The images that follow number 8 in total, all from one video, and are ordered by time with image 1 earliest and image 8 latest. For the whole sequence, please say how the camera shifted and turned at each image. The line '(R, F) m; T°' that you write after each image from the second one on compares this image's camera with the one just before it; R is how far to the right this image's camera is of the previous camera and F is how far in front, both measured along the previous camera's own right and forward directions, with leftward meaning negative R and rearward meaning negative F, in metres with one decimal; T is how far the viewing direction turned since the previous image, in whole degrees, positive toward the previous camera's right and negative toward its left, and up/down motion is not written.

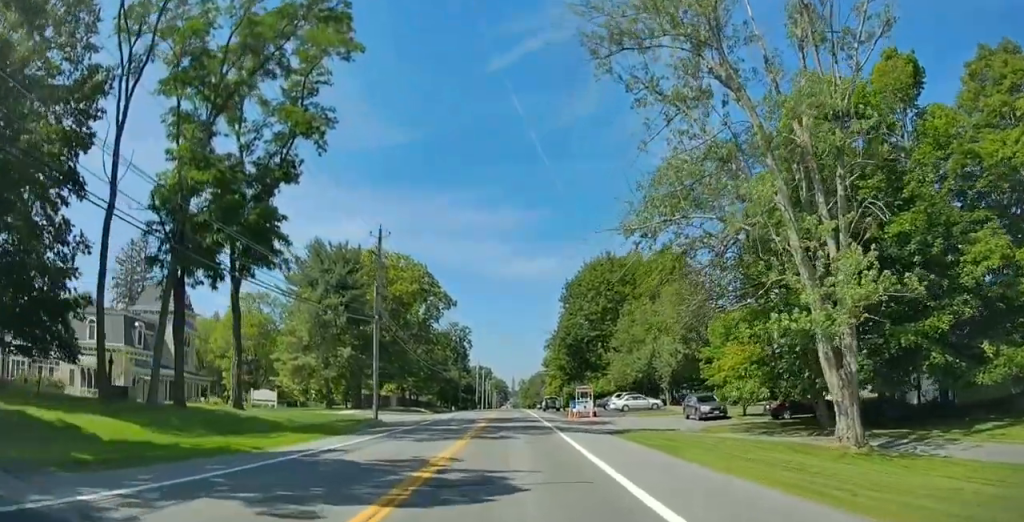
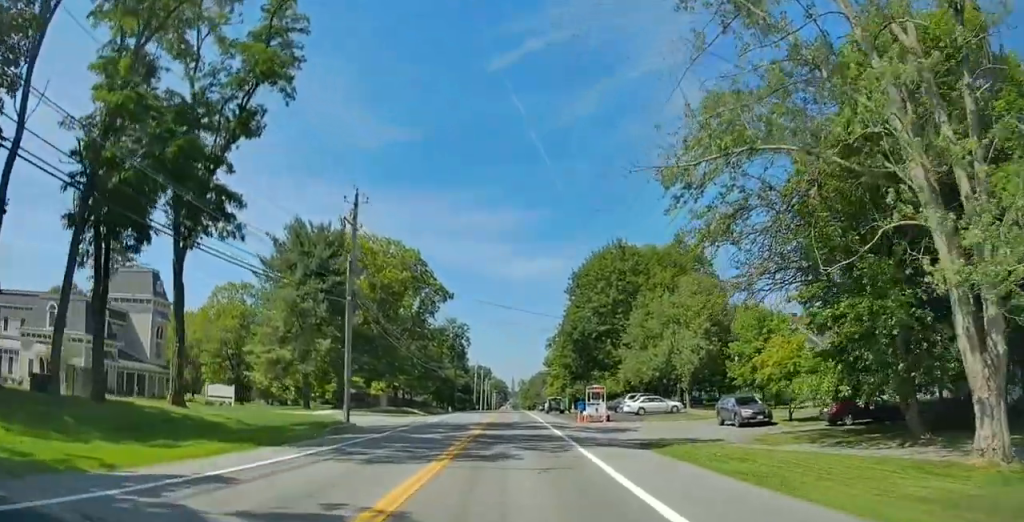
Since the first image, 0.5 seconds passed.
(+0.1, +7.4) m; 0°
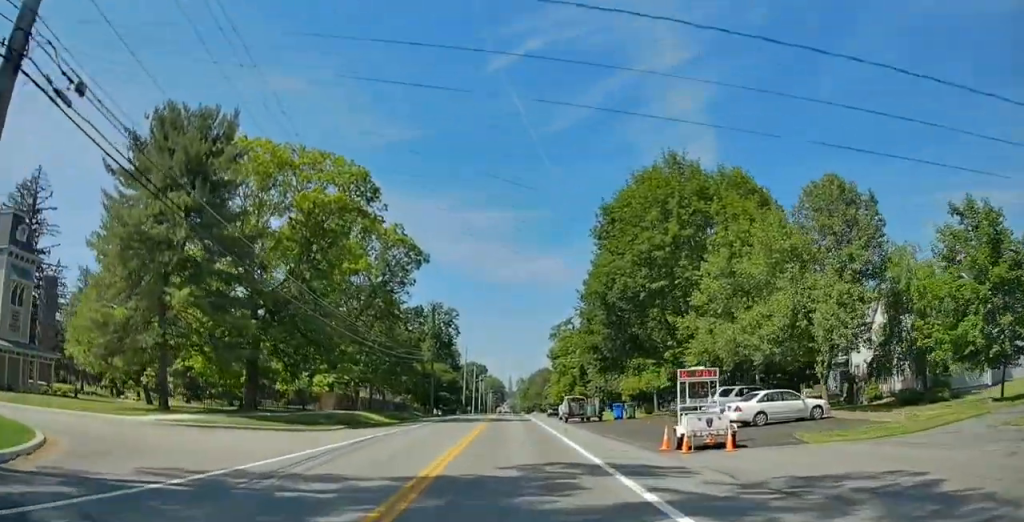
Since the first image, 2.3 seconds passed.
(0.0, +25.8) m; 0°
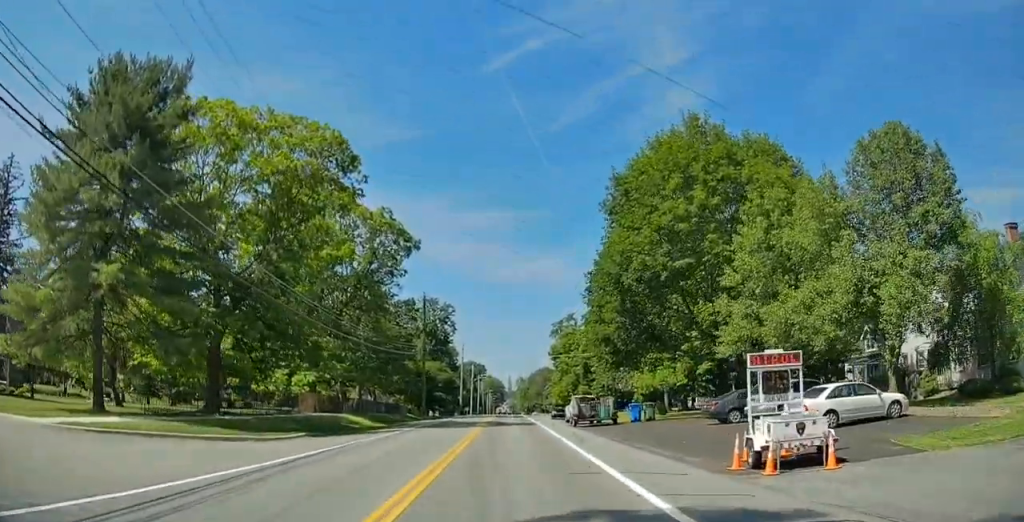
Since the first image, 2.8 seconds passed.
(0.0, +6.4) m; 0°
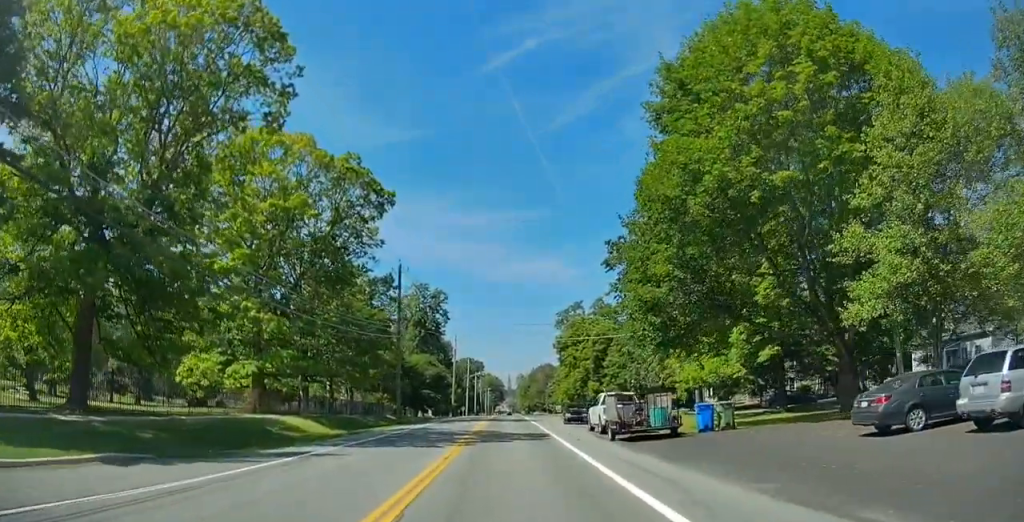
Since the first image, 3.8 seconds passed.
(-0.1, +14.3) m; +1°
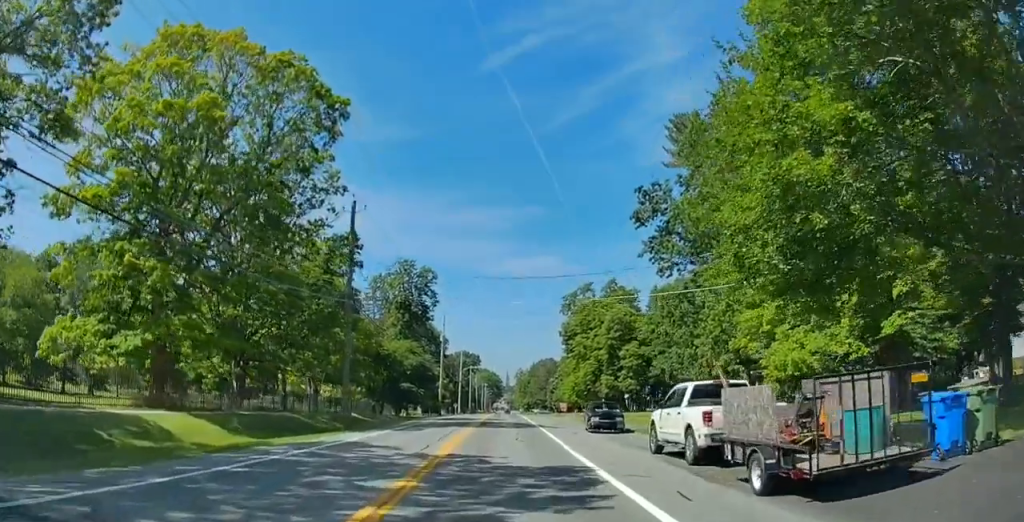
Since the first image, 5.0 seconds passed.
(+0.3, +15.4) m; +1°
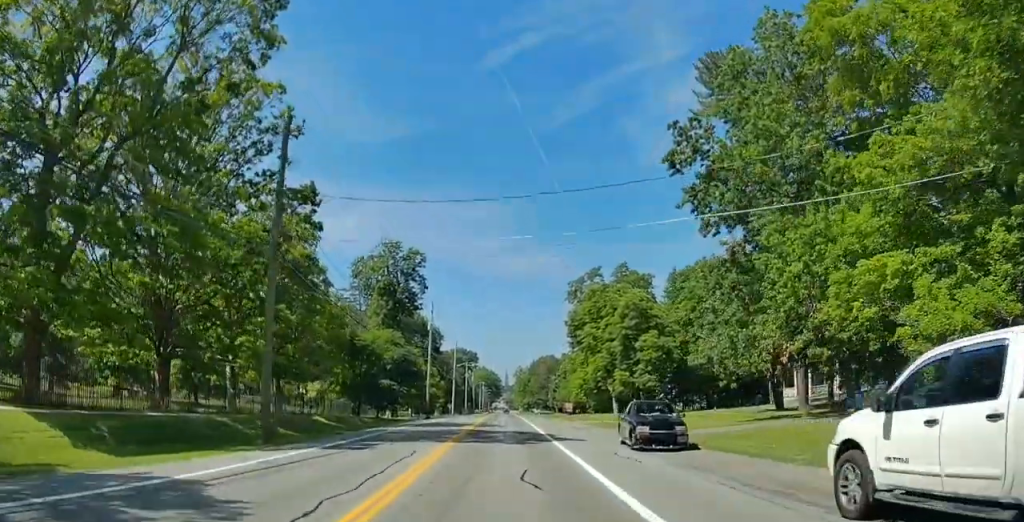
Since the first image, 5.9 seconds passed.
(0.0, +11.0) m; 0°
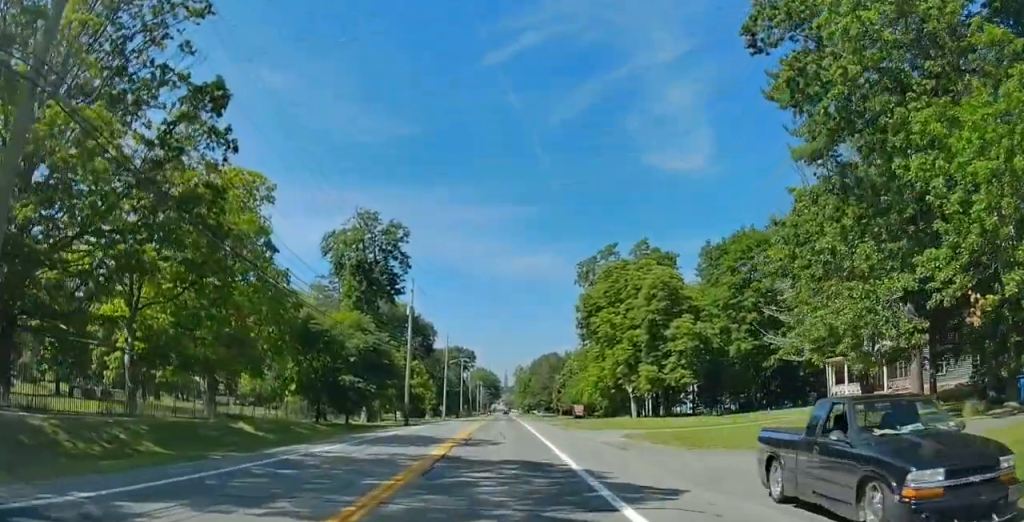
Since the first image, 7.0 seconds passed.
(0.0, +13.8) m; 0°
